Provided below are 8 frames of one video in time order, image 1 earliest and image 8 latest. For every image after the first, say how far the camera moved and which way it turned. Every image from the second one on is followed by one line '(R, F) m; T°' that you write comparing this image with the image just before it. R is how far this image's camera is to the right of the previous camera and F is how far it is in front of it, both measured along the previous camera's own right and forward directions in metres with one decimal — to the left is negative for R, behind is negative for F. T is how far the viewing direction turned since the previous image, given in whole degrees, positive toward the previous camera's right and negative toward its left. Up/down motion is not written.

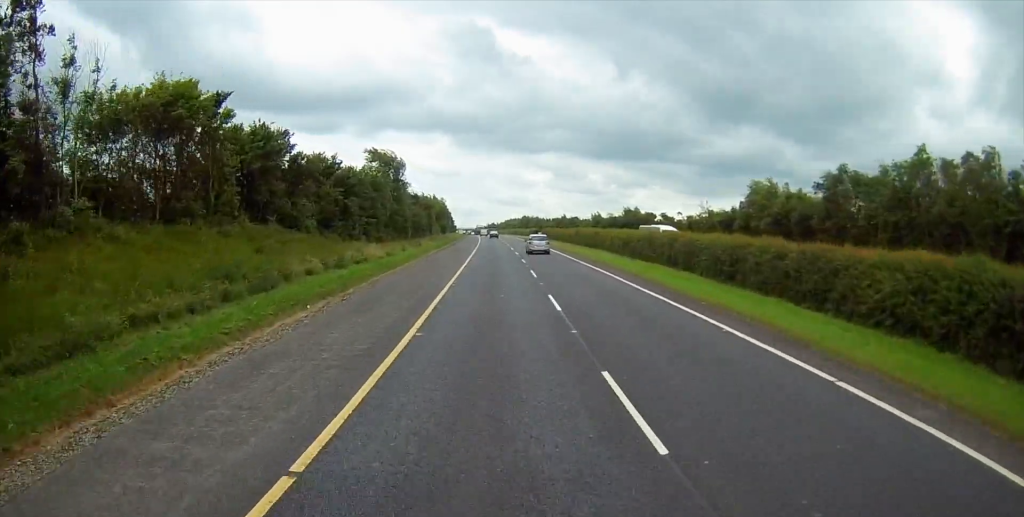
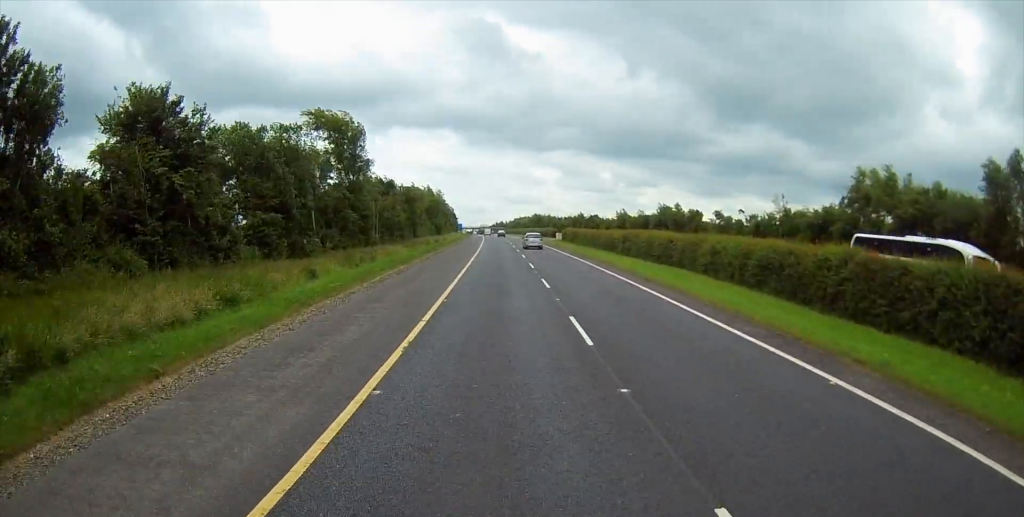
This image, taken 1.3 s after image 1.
(-0.1, +29.2) m; -1°
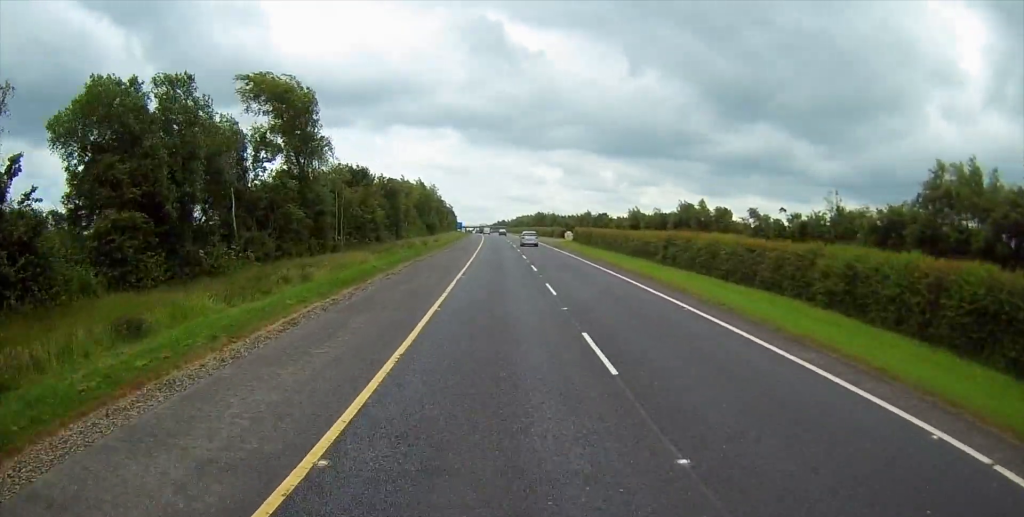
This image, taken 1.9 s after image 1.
(-0.1, +14.5) m; 0°
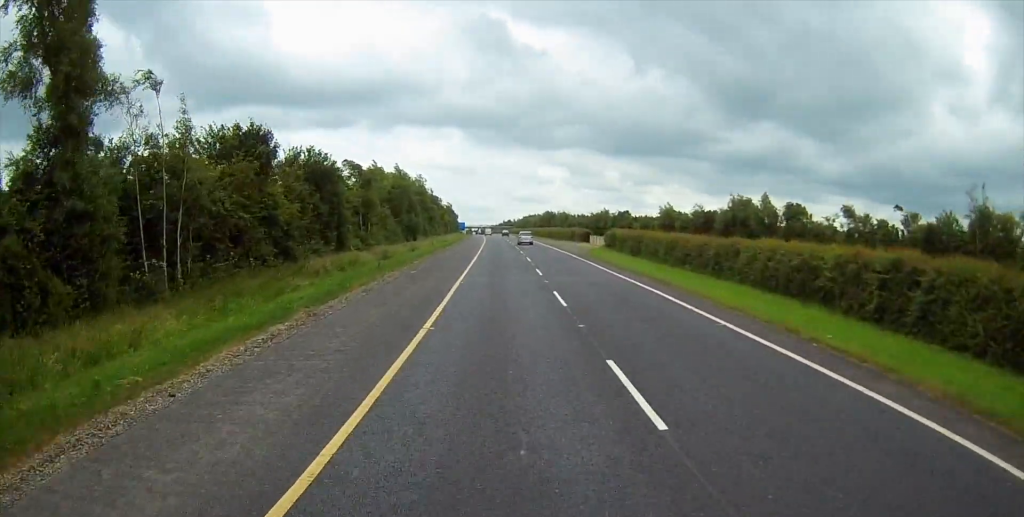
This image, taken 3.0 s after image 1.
(-0.1, +26.0) m; 0°
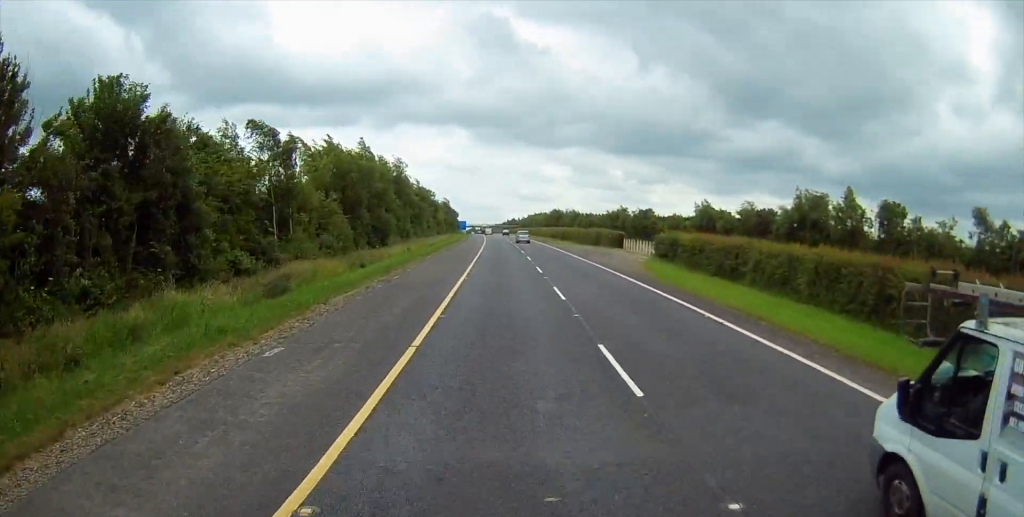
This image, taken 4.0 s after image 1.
(0.0, +22.2) m; 0°
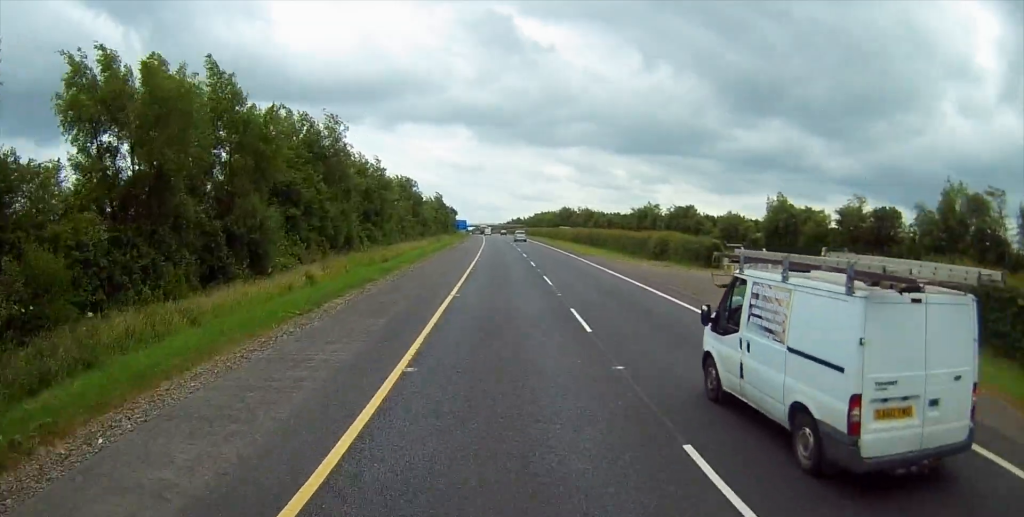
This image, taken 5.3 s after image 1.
(0.0, +29.8) m; 0°
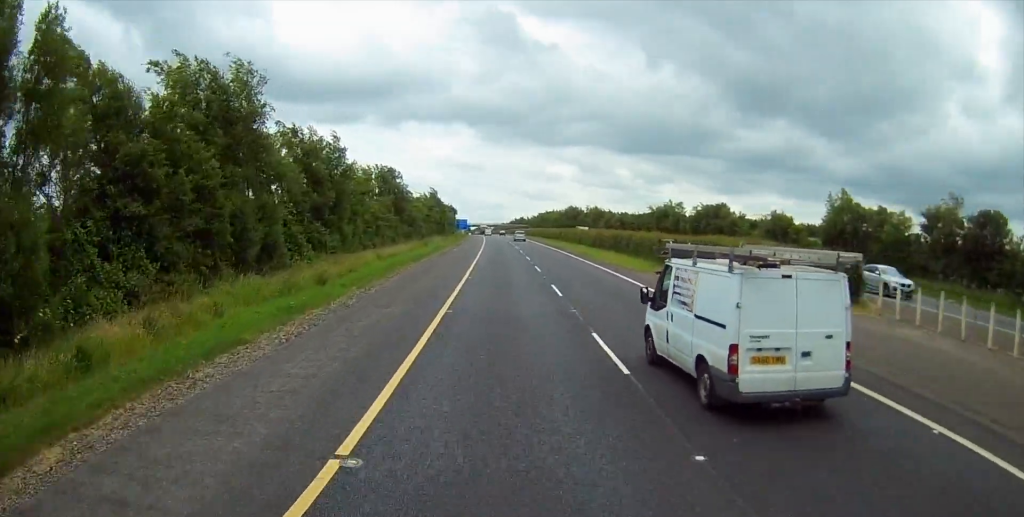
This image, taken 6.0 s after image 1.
(-0.1, +16.1) m; 0°
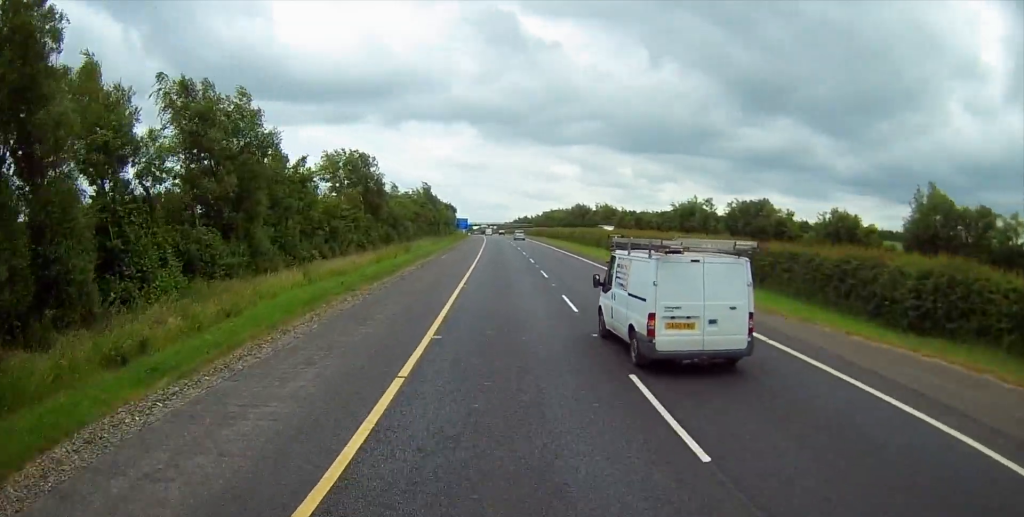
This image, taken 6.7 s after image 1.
(-0.1, +16.1) m; 0°
